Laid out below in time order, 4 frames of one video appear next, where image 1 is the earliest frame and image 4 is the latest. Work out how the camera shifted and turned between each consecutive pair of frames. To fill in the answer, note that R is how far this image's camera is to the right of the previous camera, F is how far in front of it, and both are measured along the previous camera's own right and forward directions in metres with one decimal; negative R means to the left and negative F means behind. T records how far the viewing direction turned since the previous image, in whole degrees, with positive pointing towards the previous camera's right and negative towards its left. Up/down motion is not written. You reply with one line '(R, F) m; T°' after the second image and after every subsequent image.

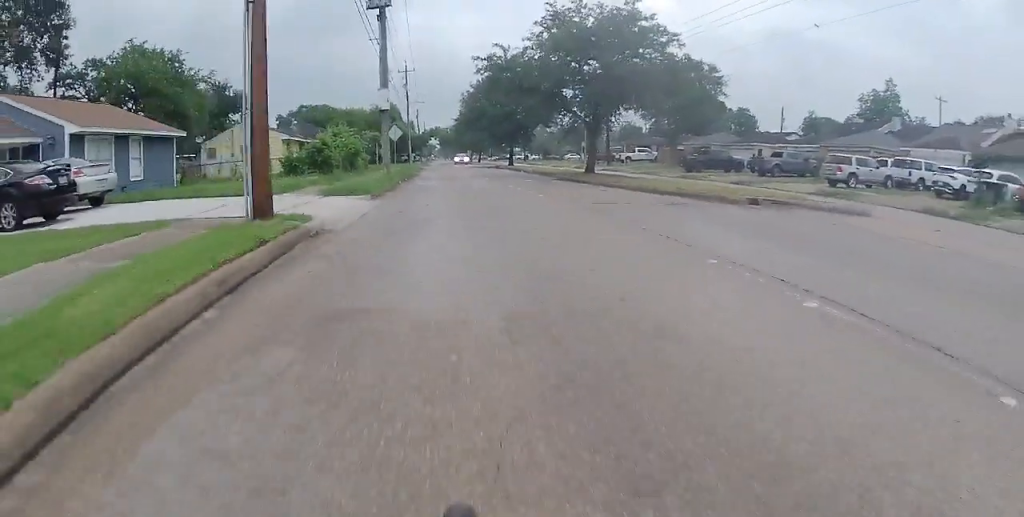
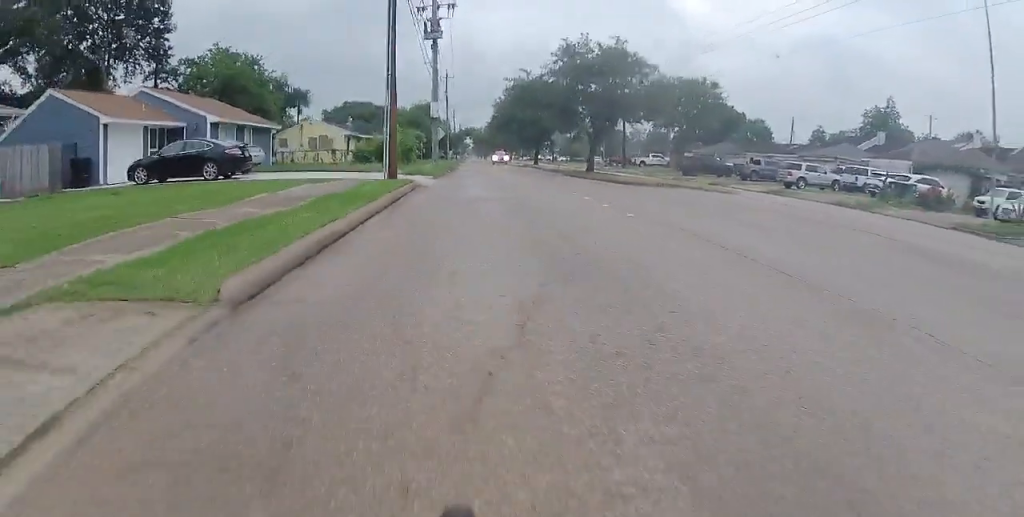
(0.0, +8.4) m; 0°
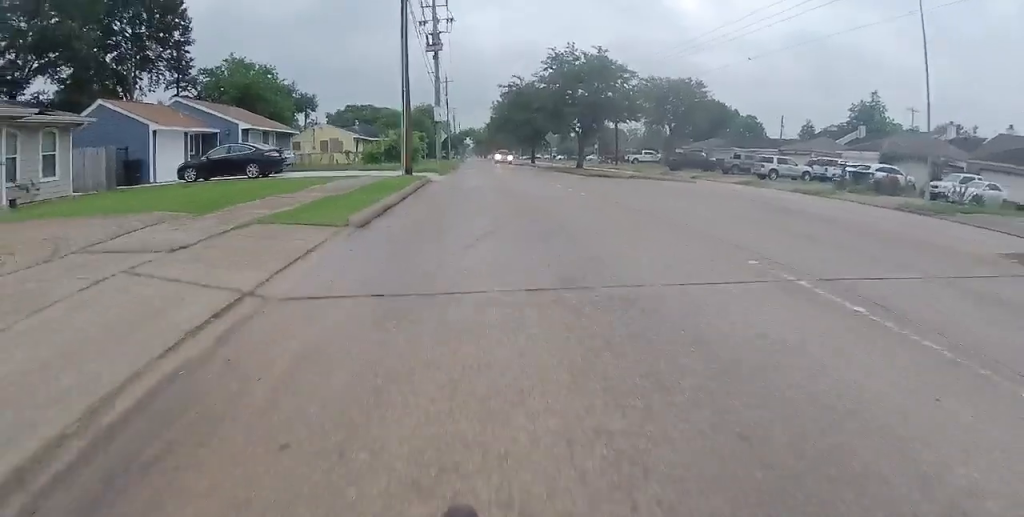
(0.0, +3.9) m; 0°
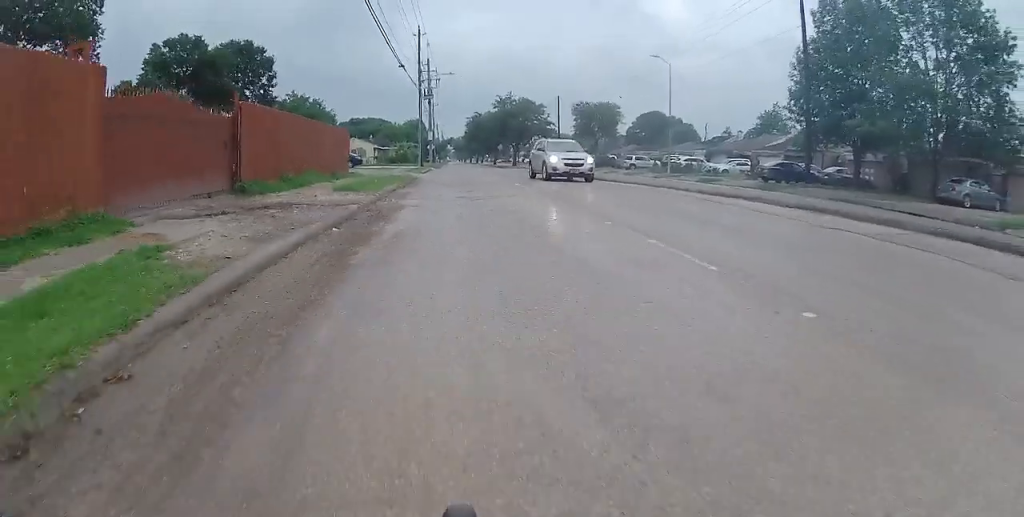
(0.0, +25.1) m; -1°
